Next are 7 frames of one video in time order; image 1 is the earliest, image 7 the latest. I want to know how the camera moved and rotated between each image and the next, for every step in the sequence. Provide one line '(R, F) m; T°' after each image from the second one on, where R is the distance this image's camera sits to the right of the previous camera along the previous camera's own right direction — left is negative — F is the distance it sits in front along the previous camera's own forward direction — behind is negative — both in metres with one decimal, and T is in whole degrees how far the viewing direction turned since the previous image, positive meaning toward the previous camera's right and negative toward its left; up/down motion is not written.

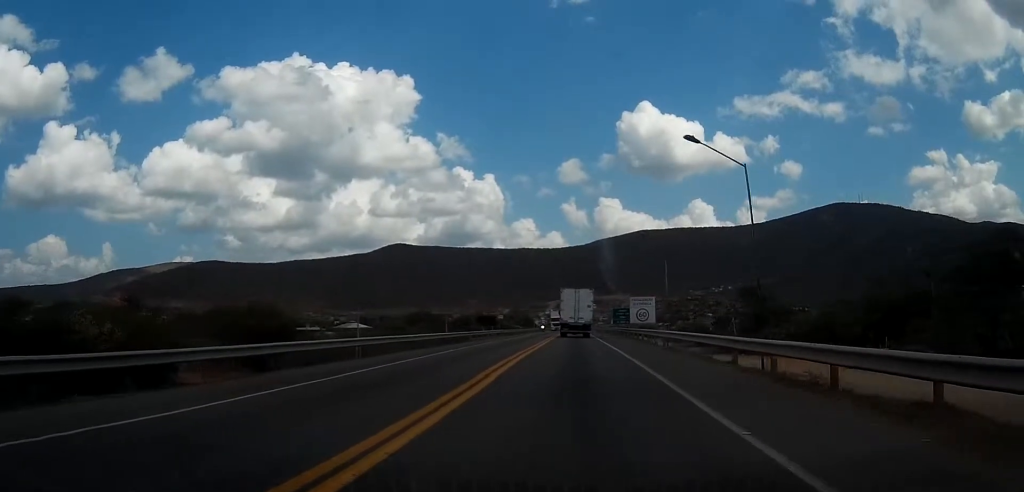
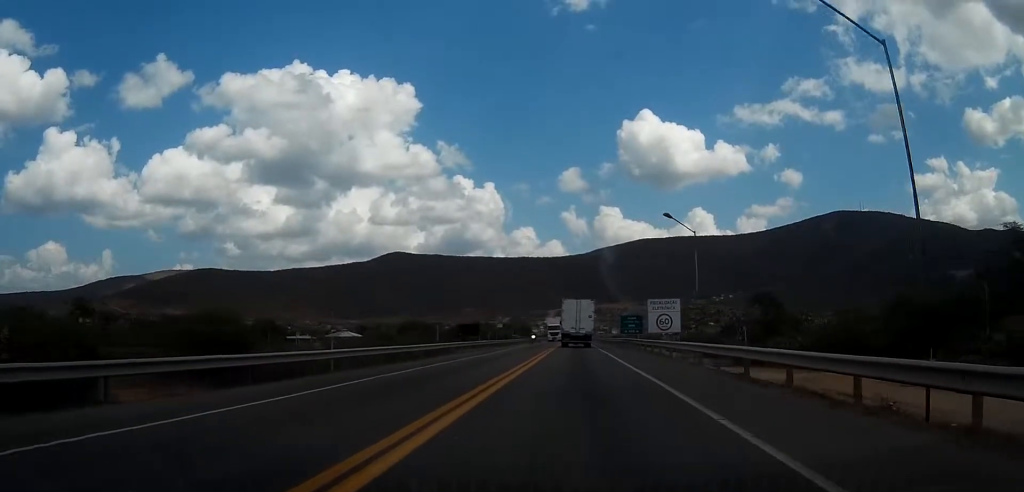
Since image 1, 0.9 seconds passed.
(+0.1, +13.0) m; 0°
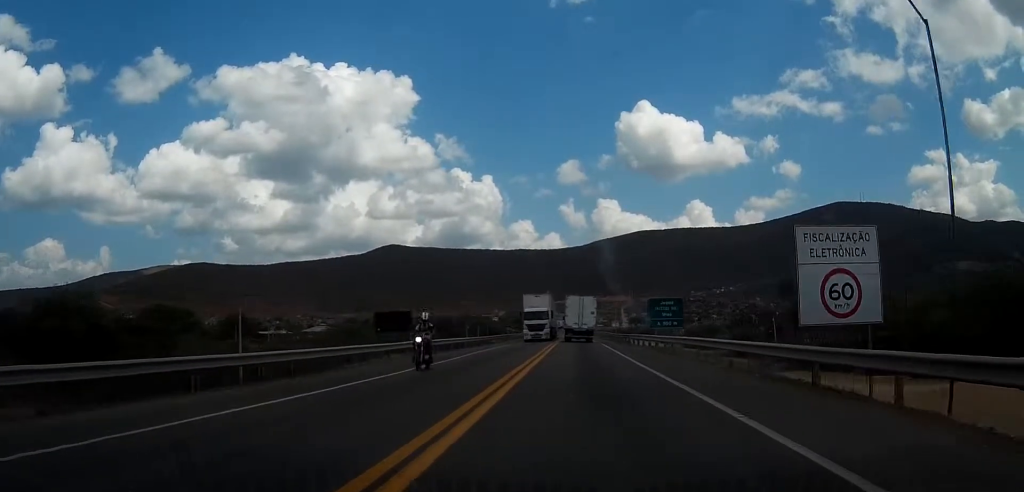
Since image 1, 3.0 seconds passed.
(0.0, +29.4) m; +1°
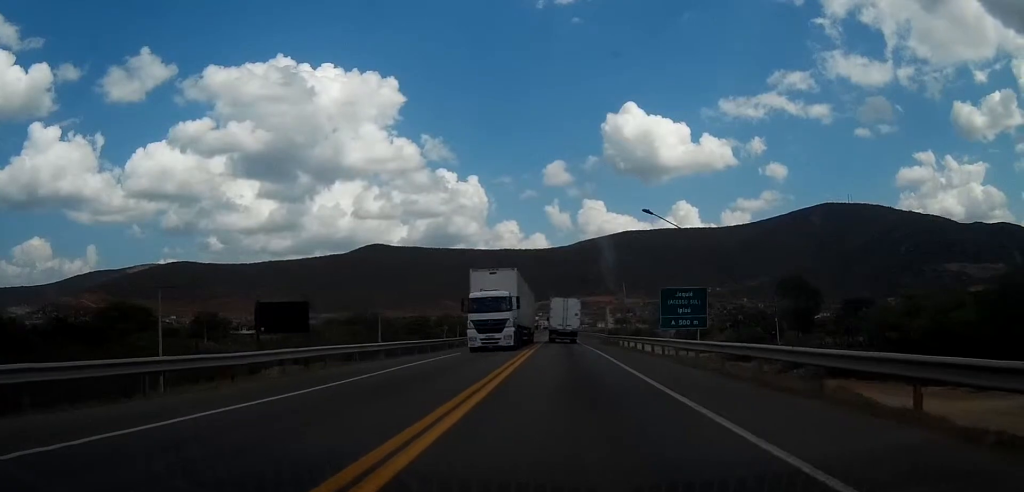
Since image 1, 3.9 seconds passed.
(0.0, +13.3) m; +1°
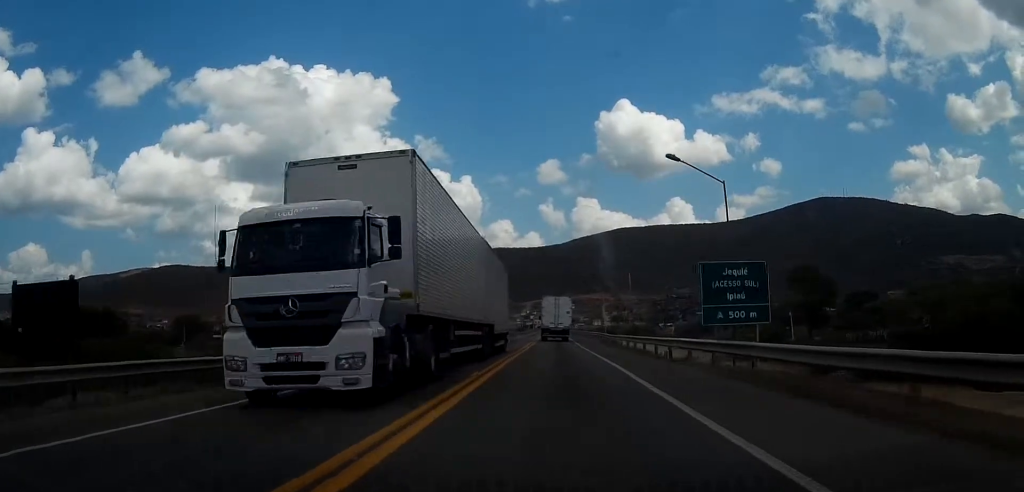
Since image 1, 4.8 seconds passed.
(+0.1, +12.6) m; +1°
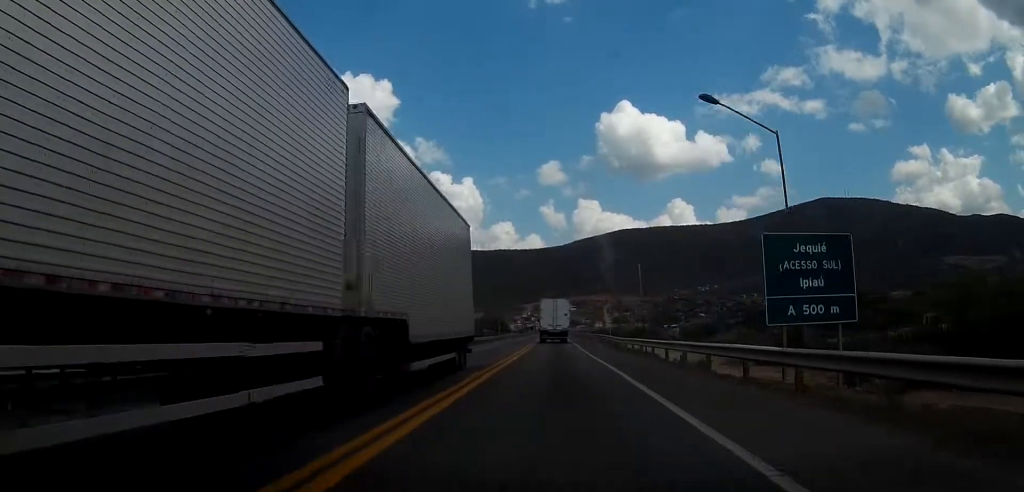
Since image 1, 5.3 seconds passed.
(0.0, +7.8) m; 0°
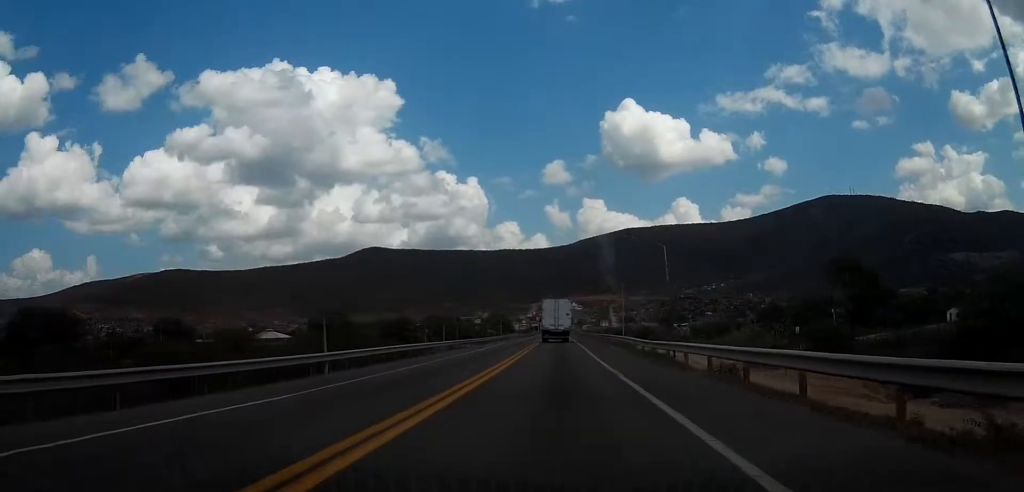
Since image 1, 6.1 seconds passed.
(0.0, +12.2) m; -1°
